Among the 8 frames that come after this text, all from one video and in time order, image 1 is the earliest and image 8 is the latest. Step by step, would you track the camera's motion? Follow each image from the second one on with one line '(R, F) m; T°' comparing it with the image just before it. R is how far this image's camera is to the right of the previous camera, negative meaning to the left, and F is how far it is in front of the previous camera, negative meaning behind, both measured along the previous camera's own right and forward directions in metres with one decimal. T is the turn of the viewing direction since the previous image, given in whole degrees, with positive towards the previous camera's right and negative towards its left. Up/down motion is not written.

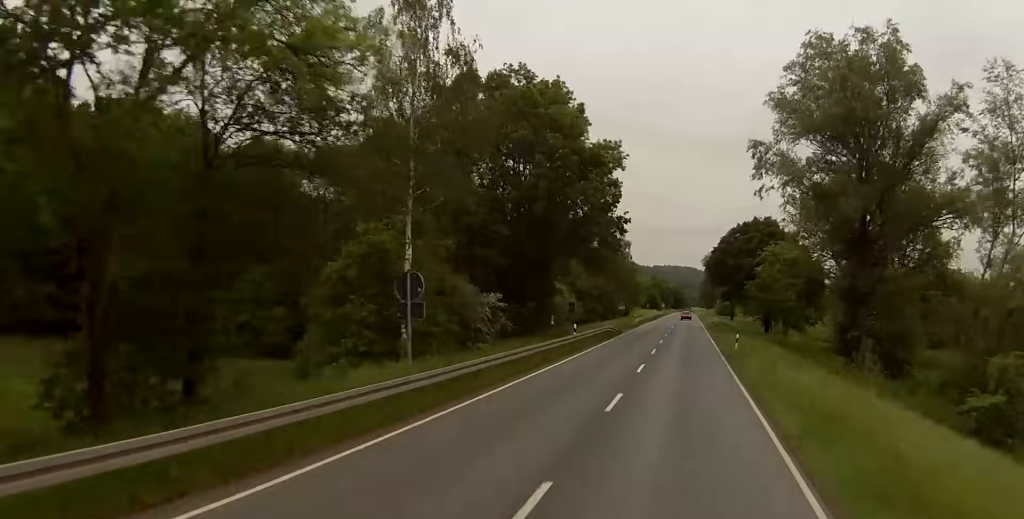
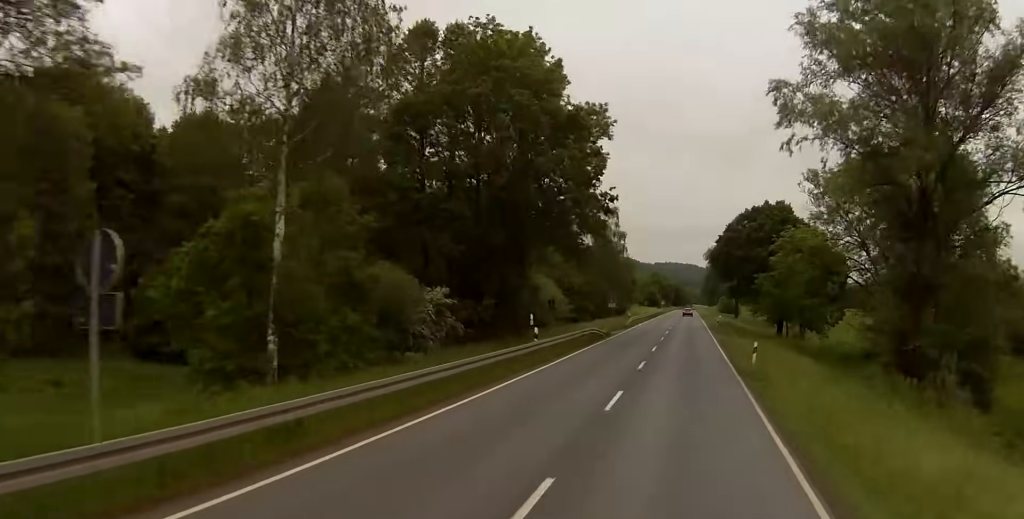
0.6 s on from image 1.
(0.0, +12.1) m; 0°
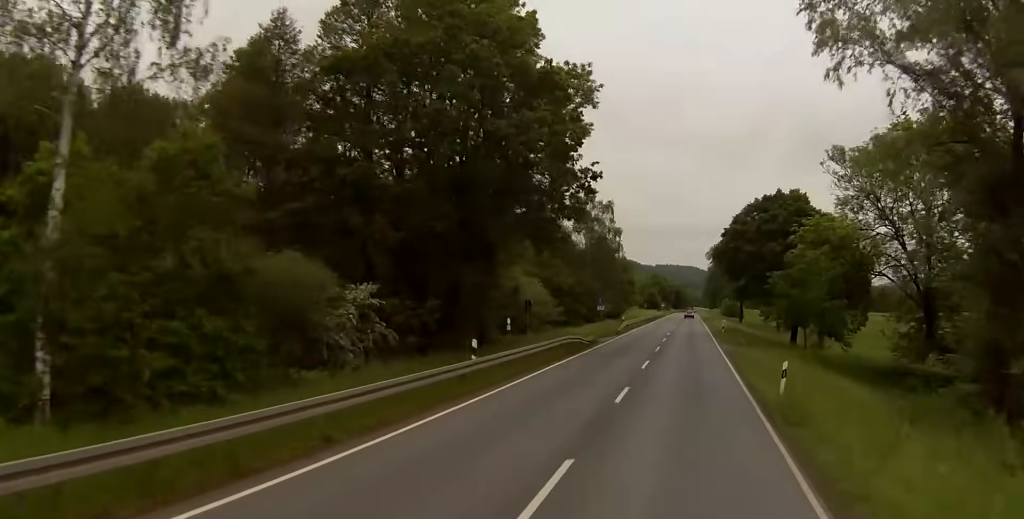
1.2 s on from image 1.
(0.0, +10.2) m; 0°
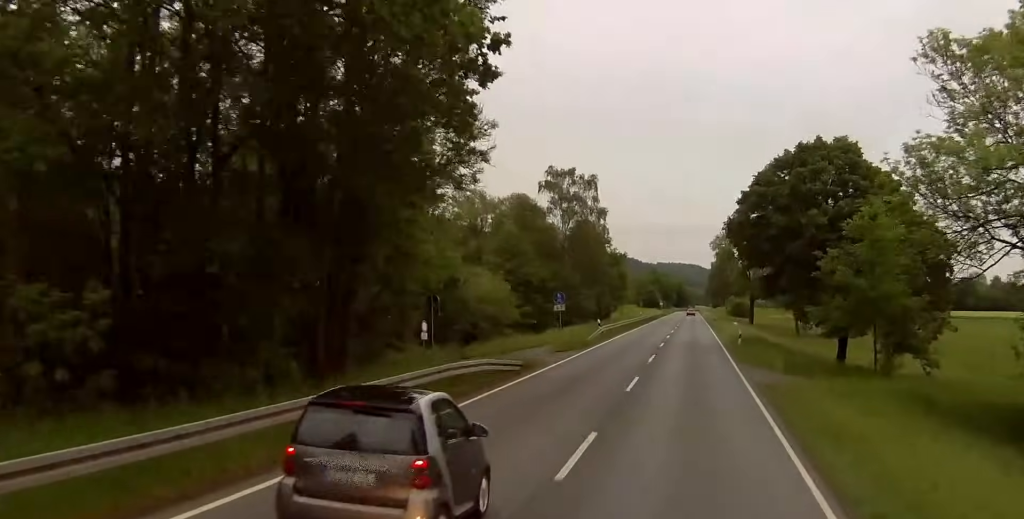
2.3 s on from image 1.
(0.0, +21.5) m; 0°
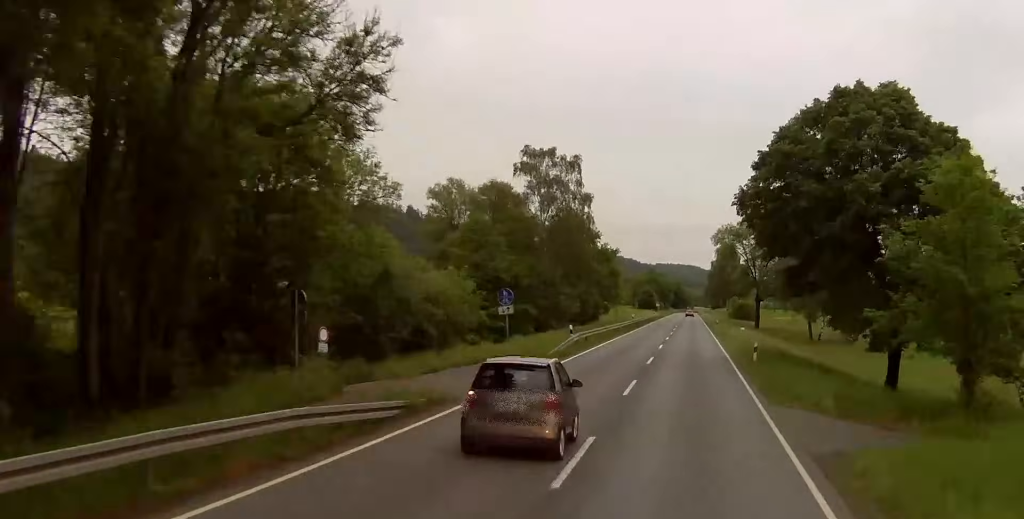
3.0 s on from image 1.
(0.0, +12.6) m; 0°
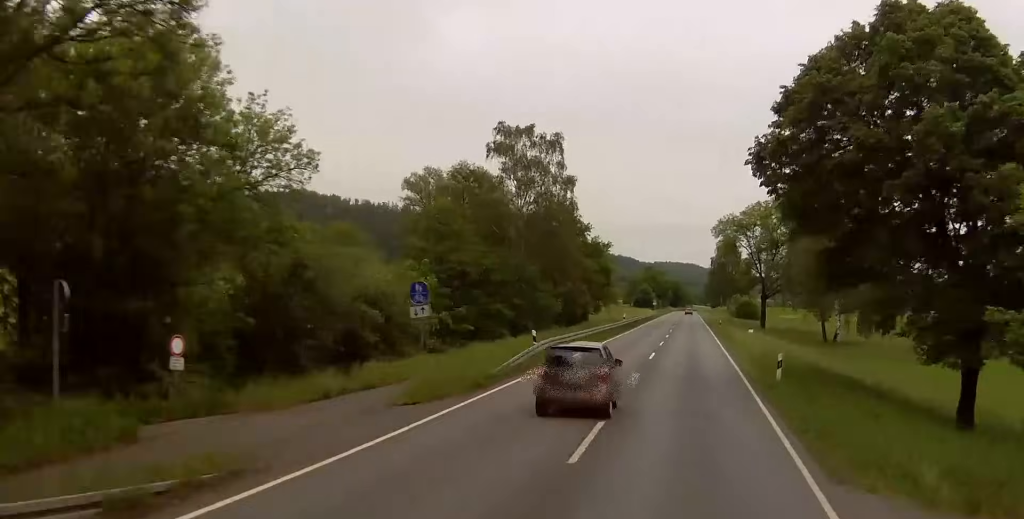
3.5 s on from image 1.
(+0.1, +10.1) m; 0°
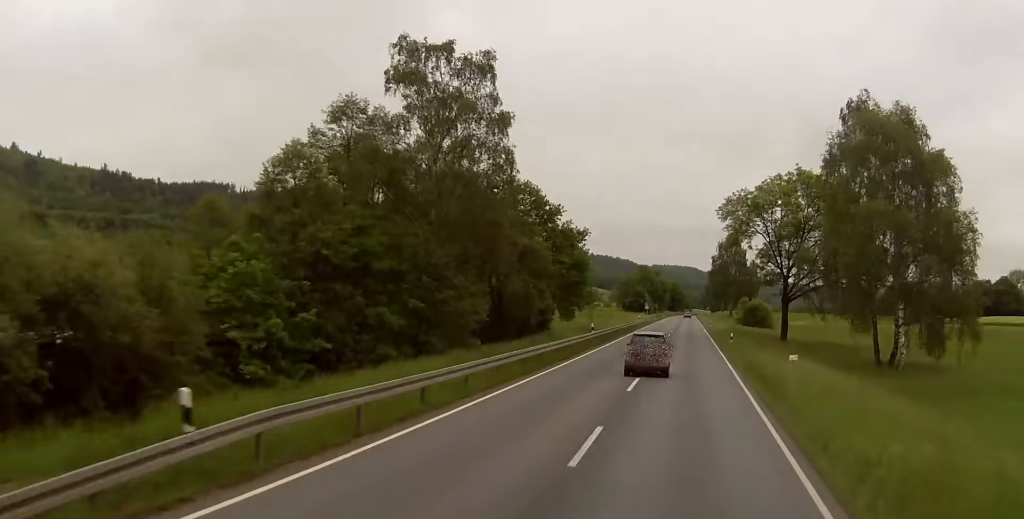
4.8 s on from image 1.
(-0.1, +24.0) m; 0°
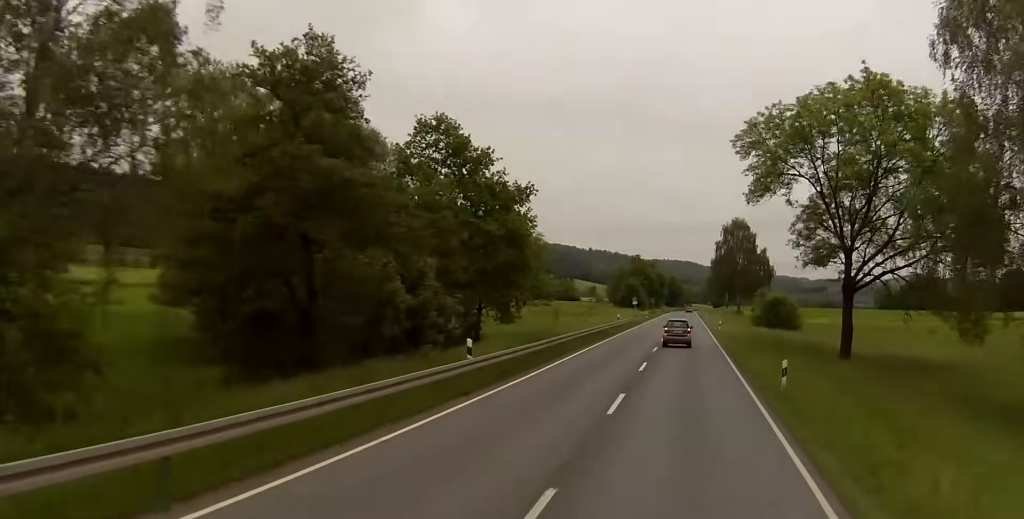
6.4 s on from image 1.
(0.0, +30.4) m; 0°
